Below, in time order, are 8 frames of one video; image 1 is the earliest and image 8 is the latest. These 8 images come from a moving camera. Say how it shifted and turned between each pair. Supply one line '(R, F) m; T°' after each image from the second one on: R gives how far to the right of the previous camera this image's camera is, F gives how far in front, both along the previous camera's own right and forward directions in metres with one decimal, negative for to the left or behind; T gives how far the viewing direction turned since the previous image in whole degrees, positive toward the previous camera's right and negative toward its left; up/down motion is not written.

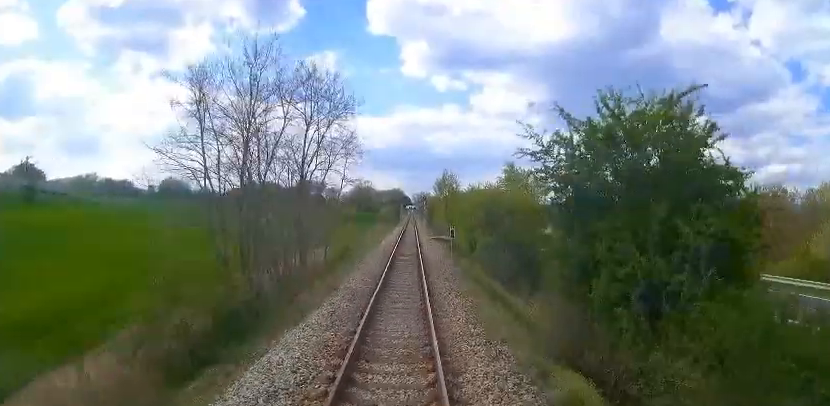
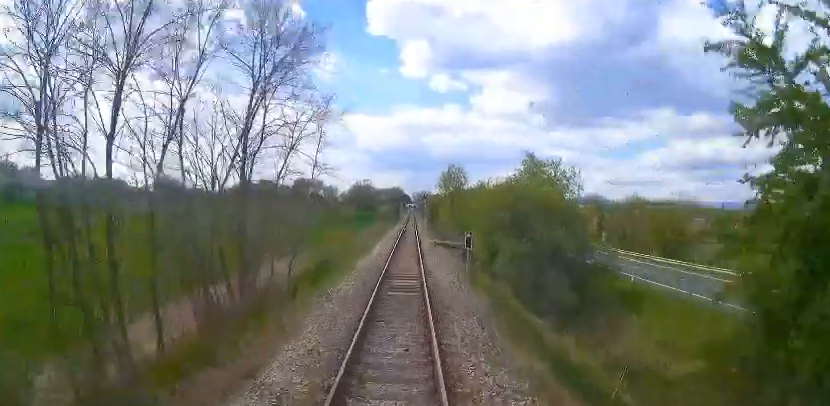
(0.0, +8.4) m; -1°
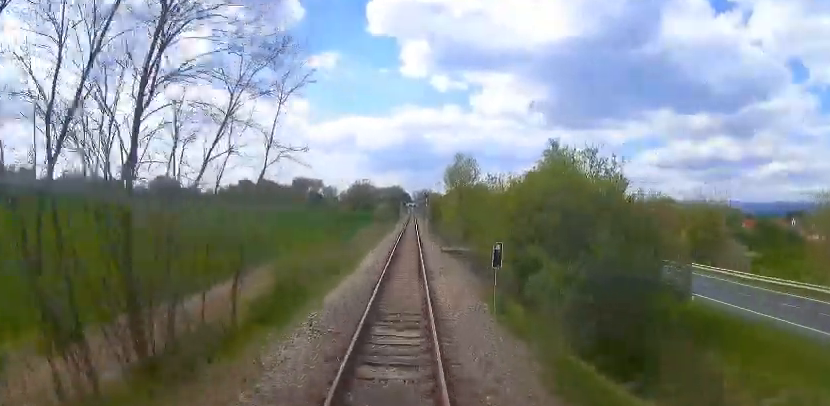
(-0.2, +6.7) m; 0°
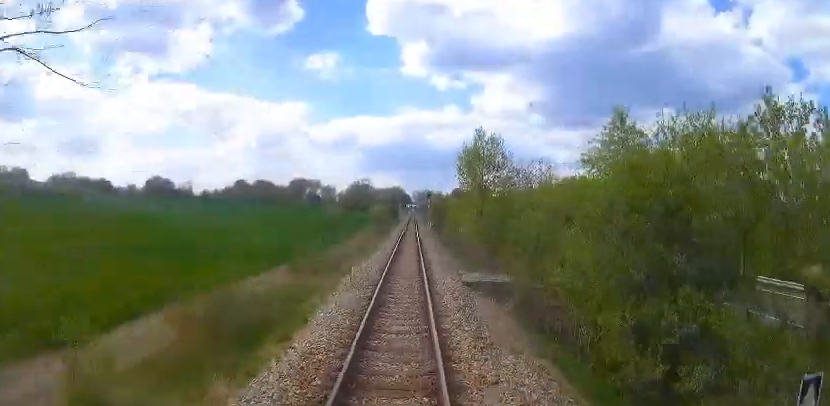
(+0.1, +11.3) m; 0°
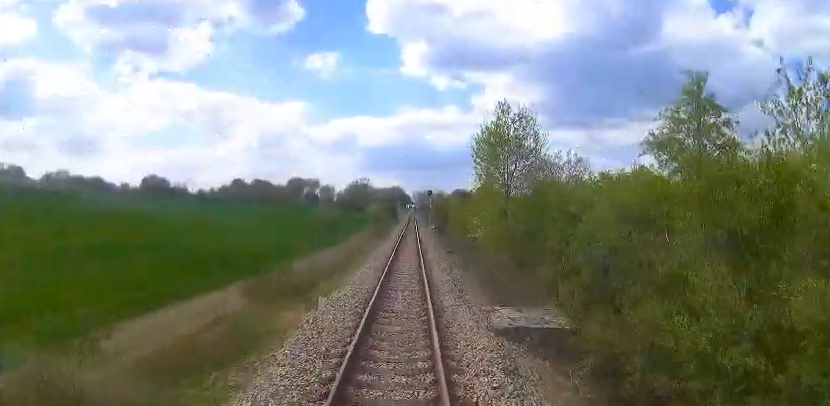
(+0.3, +6.7) m; 0°
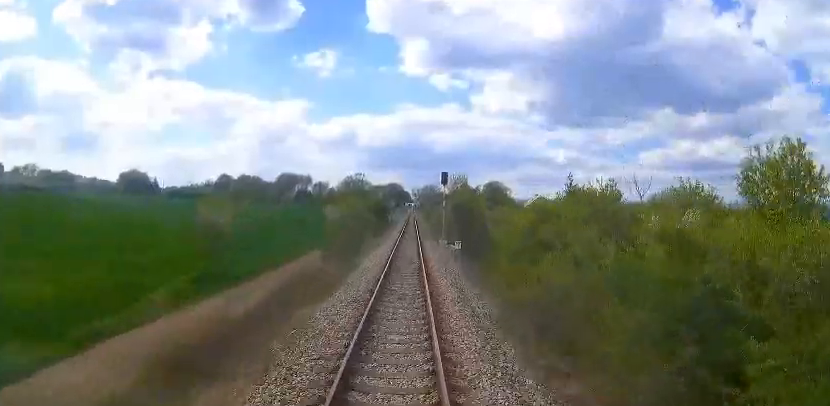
(+0.7, +31.7) m; 0°
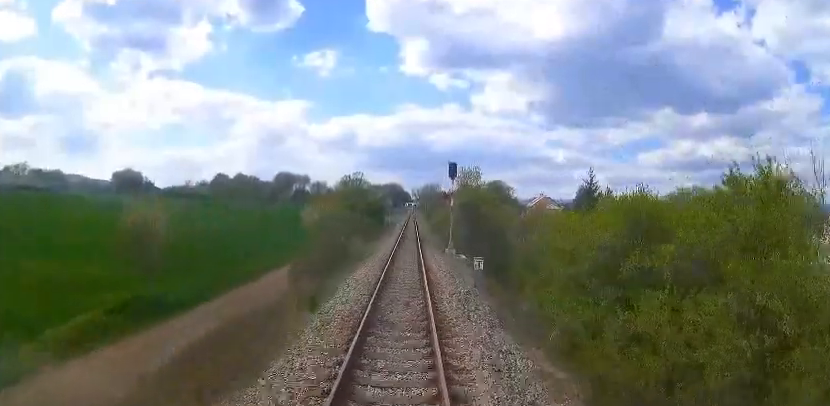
(-0.3, +8.1) m; -2°
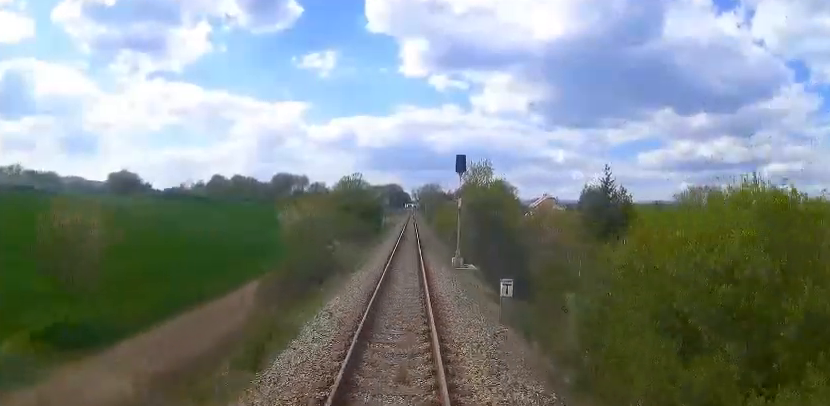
(-0.1, +5.2) m; +2°
